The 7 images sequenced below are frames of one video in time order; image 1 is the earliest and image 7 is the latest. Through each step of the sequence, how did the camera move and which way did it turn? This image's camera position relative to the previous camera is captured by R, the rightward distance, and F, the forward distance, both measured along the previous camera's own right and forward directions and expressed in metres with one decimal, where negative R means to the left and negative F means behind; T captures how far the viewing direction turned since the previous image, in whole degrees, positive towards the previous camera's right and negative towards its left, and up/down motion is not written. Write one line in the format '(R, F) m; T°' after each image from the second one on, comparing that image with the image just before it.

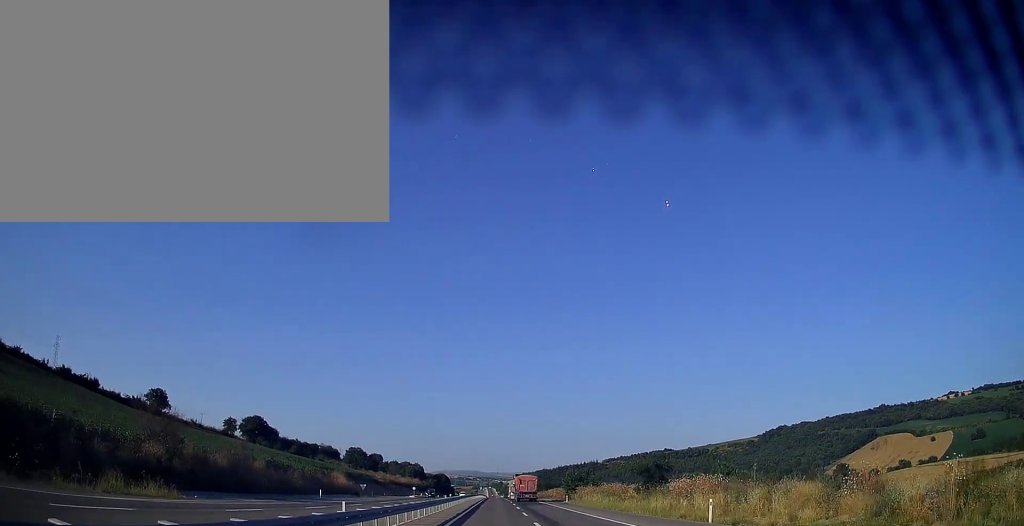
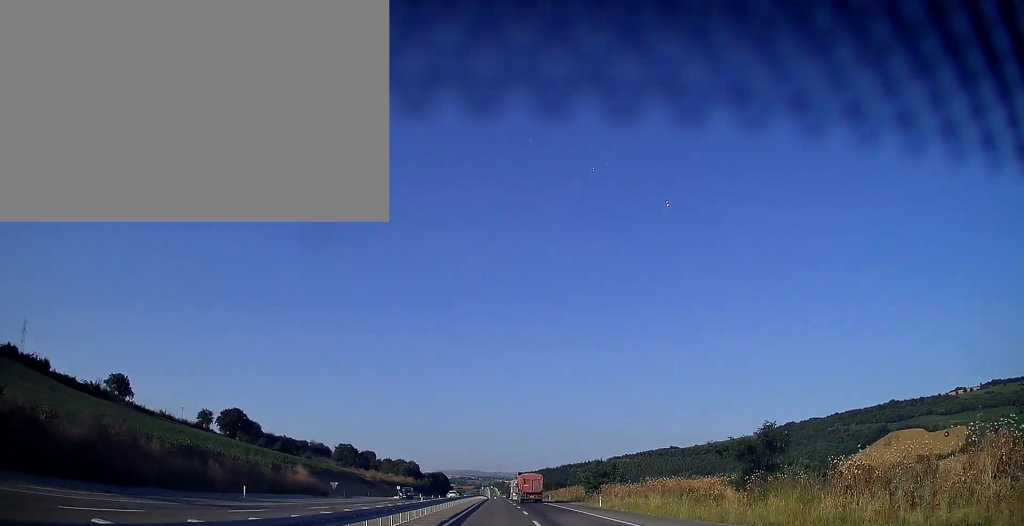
(0.0, +23.2) m; 0°
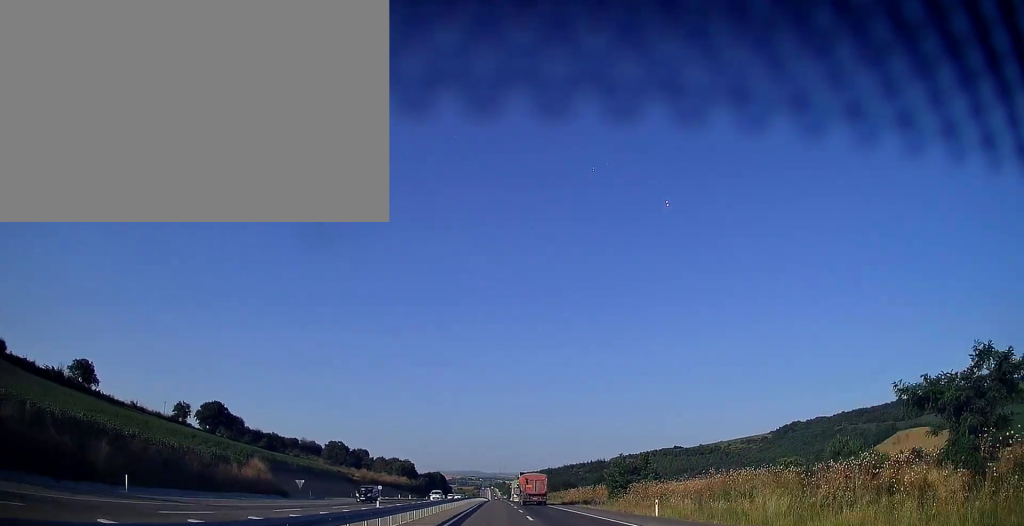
(0.0, +17.9) m; 0°
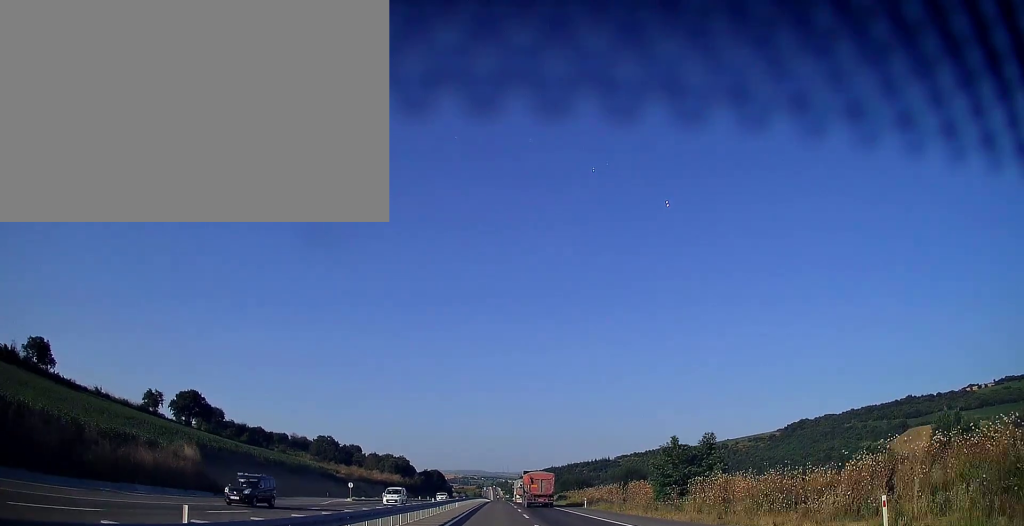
(0.0, +19.9) m; 0°
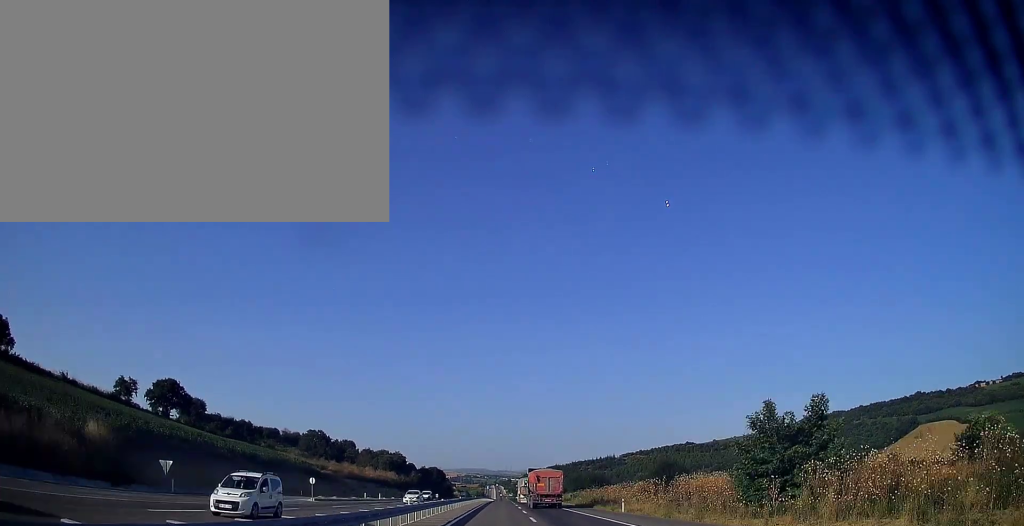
(0.0, +16.7) m; 0°
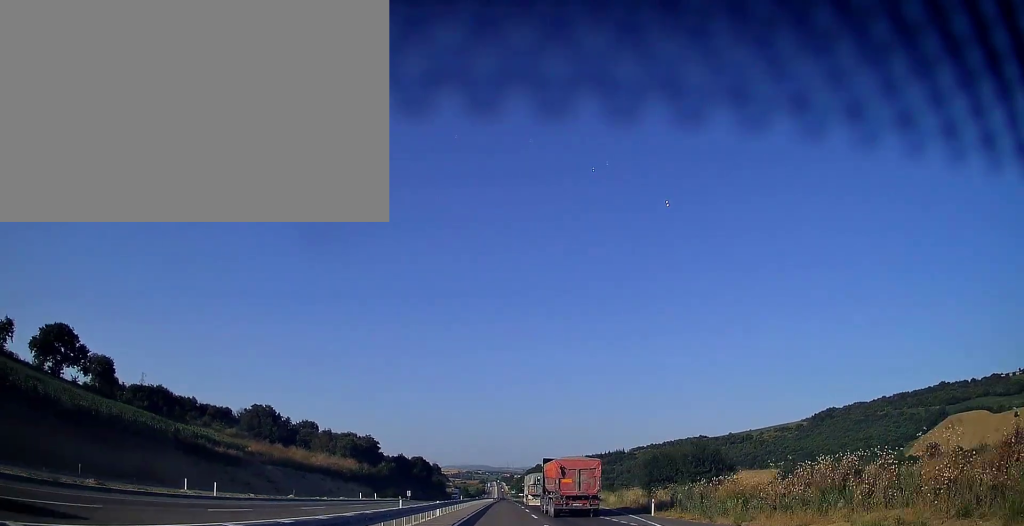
(0.0, +54.1) m; 0°
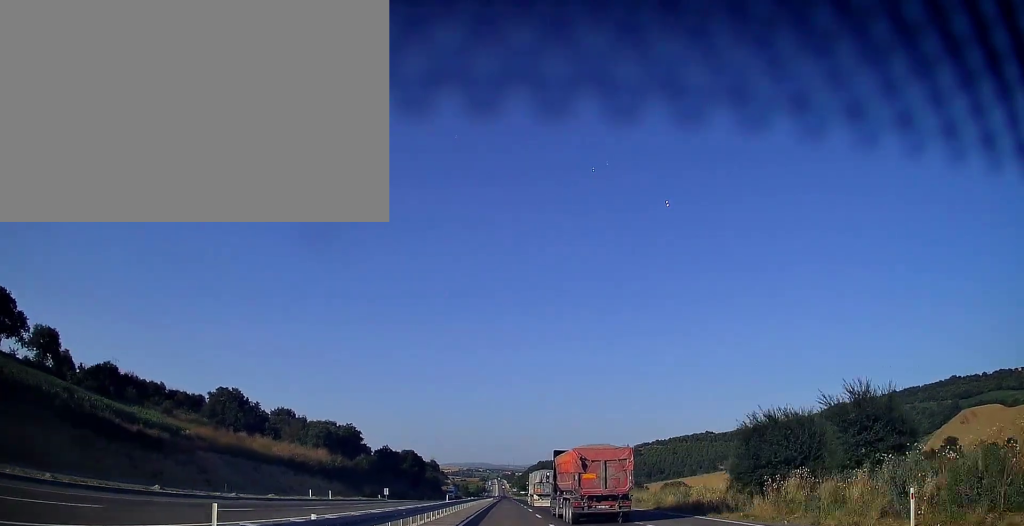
(-0.1, +23.7) m; 0°
